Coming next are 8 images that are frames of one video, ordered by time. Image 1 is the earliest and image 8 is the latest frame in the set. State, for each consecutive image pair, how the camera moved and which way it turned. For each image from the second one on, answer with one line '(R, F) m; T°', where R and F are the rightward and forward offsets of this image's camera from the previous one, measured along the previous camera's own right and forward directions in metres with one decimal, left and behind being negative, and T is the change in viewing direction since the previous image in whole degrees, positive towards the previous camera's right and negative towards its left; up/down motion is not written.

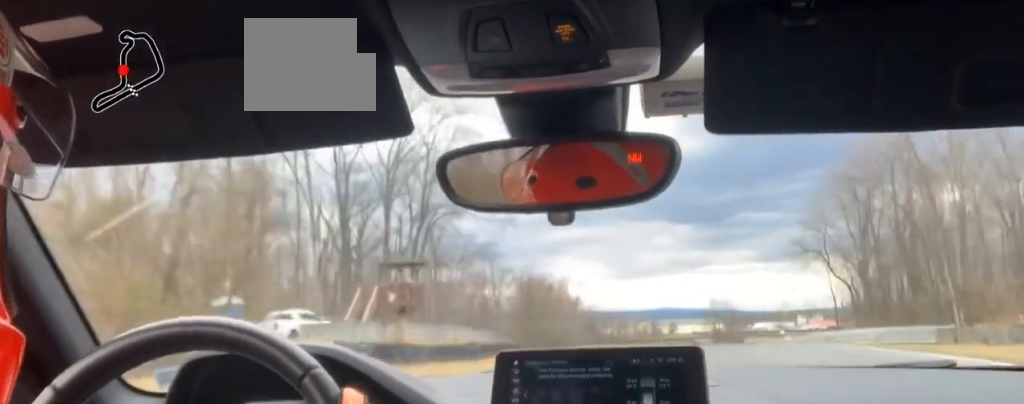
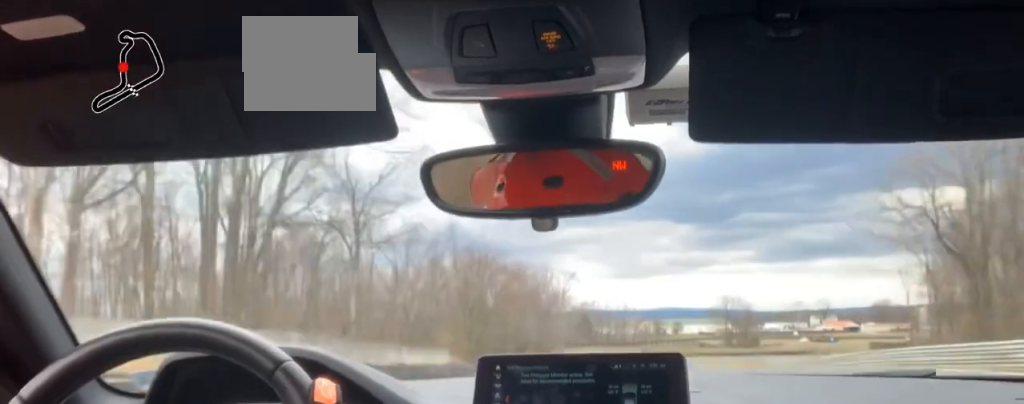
(-0.2, +34.5) m; -1°
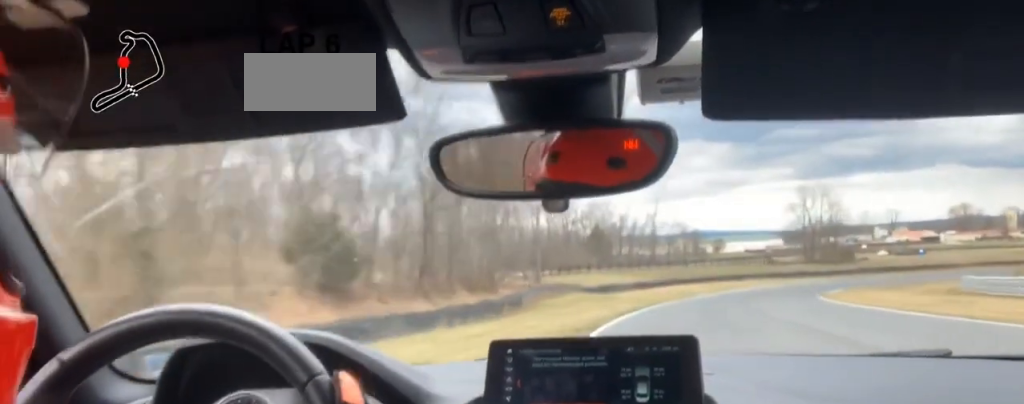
(+0.1, +72.7) m; +6°
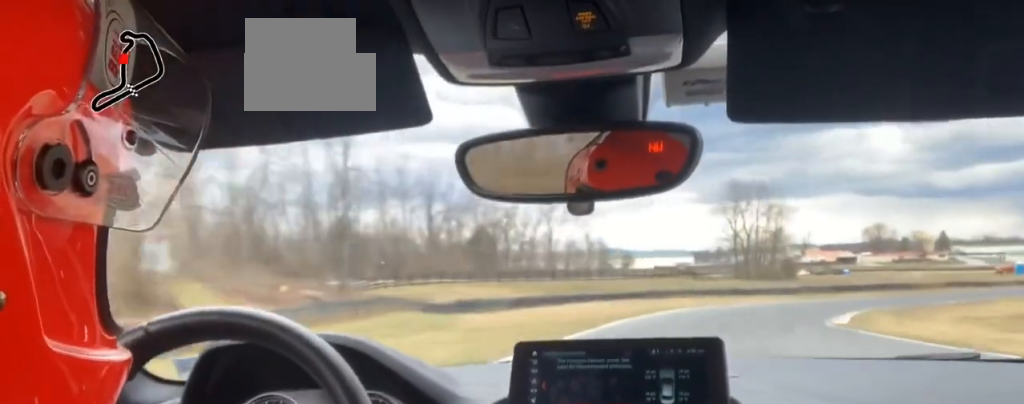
(+4.0, +40.7) m; +8°
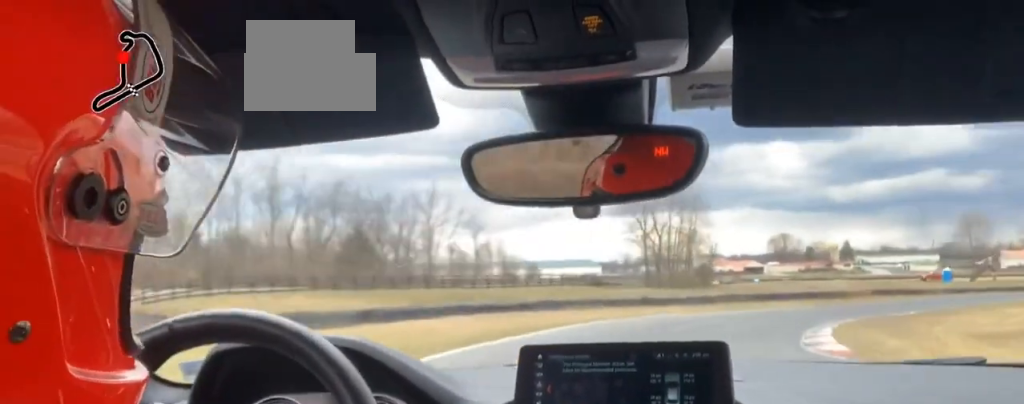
(+0.9, +21.2) m; +3°
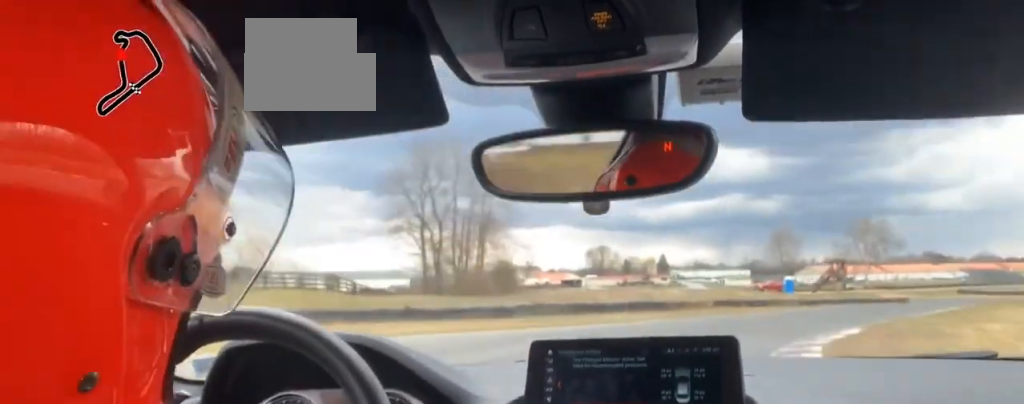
(0.0, +36.2) m; 0°
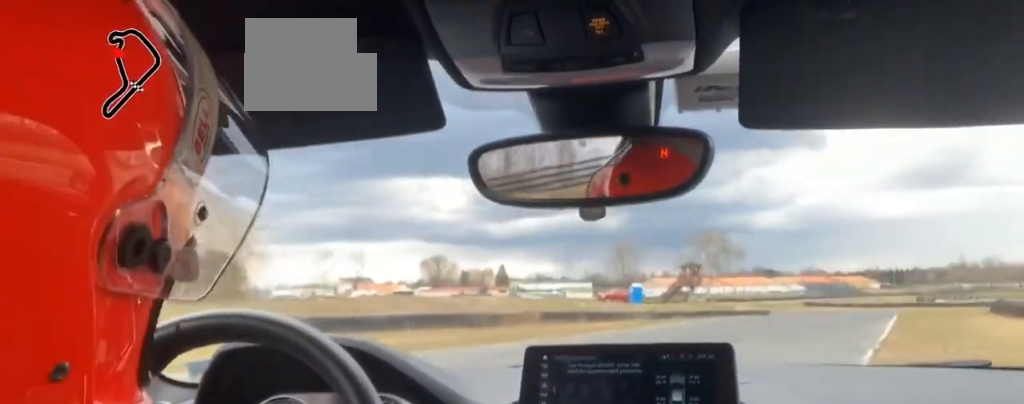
(0.0, +26.8) m; 0°
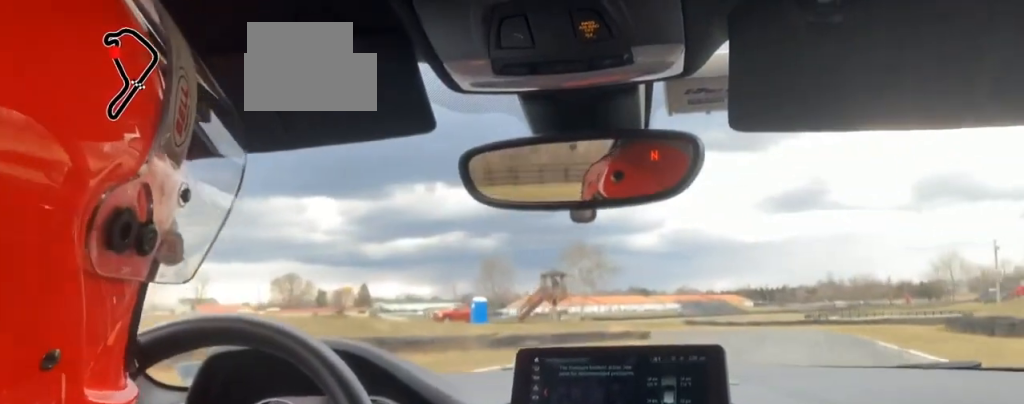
(+0.1, +25.8) m; +5°
